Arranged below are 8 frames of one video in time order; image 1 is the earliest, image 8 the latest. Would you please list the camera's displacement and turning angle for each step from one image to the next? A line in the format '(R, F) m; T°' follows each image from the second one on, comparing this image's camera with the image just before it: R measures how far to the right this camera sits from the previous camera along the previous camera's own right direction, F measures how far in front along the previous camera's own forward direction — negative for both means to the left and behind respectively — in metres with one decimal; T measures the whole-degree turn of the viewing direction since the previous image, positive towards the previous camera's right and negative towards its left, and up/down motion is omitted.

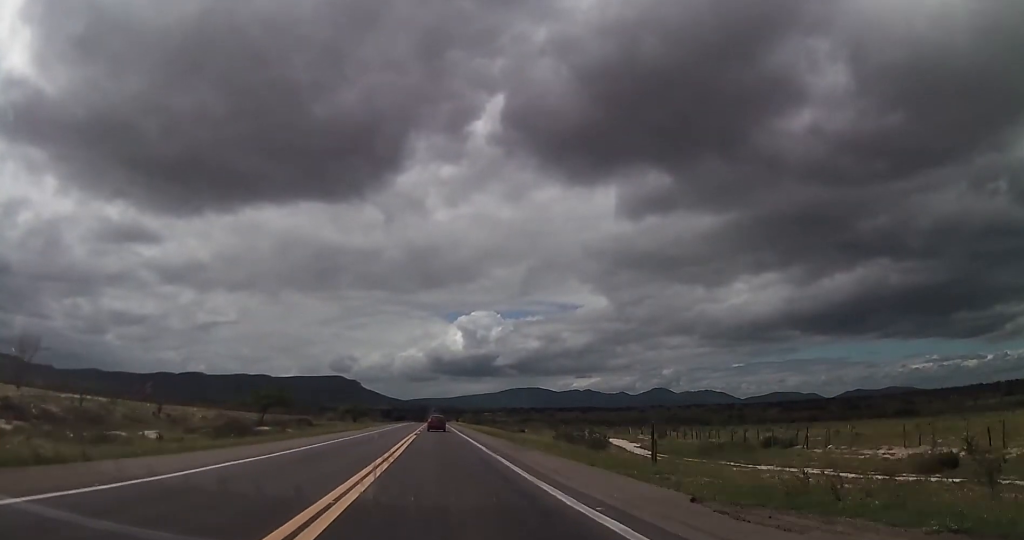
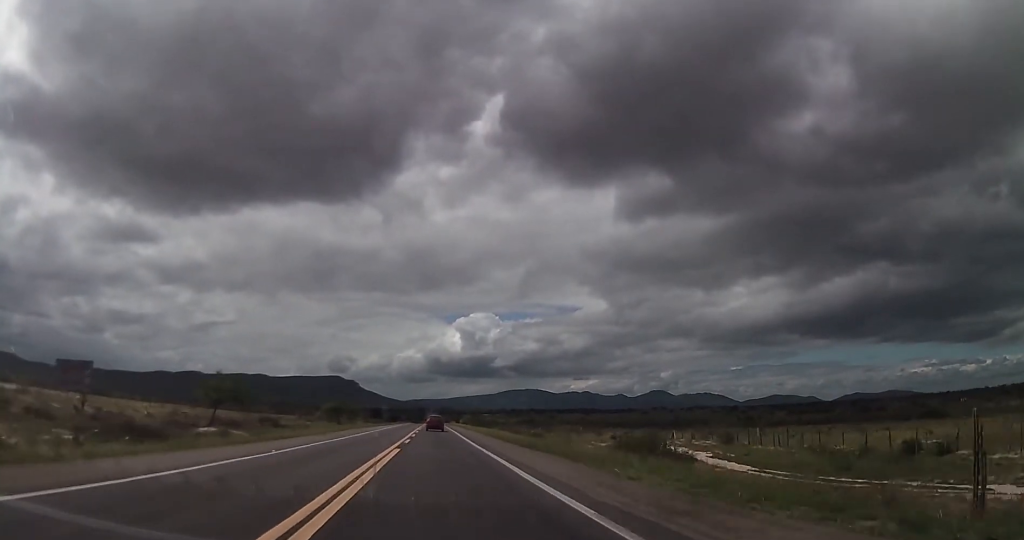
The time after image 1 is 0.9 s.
(0.0, +18.1) m; +1°
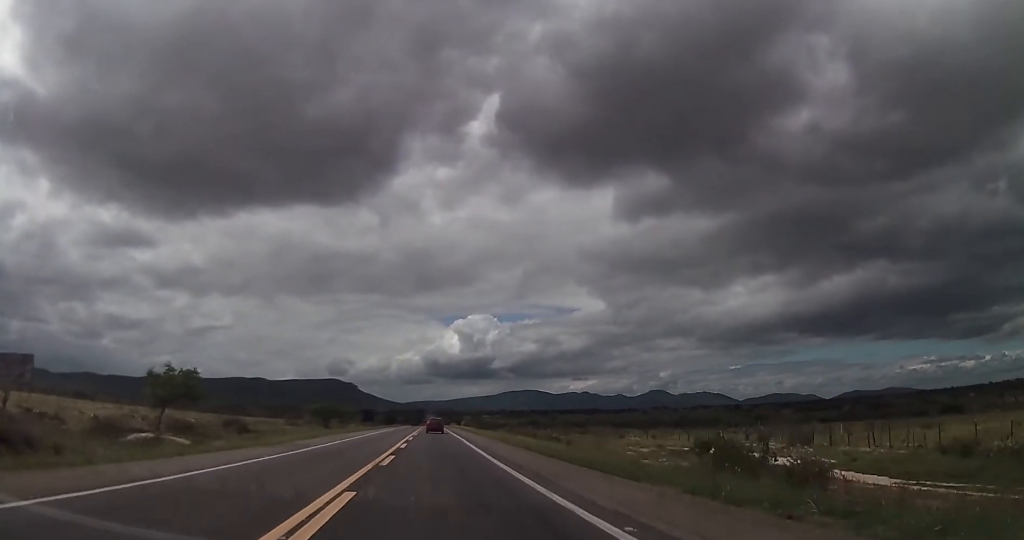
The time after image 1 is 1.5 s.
(+0.2, +13.3) m; 0°
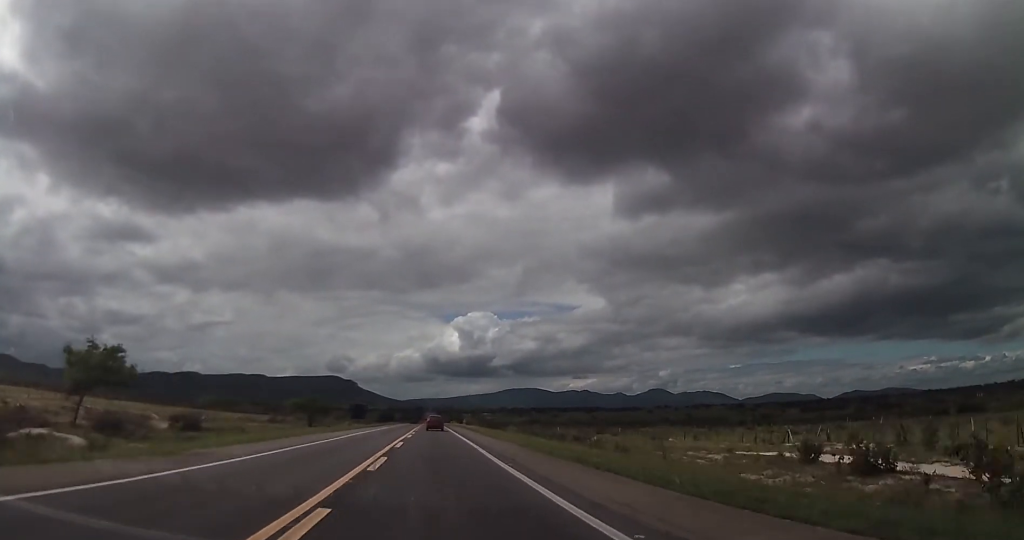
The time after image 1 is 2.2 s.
(0.0, +13.6) m; 0°
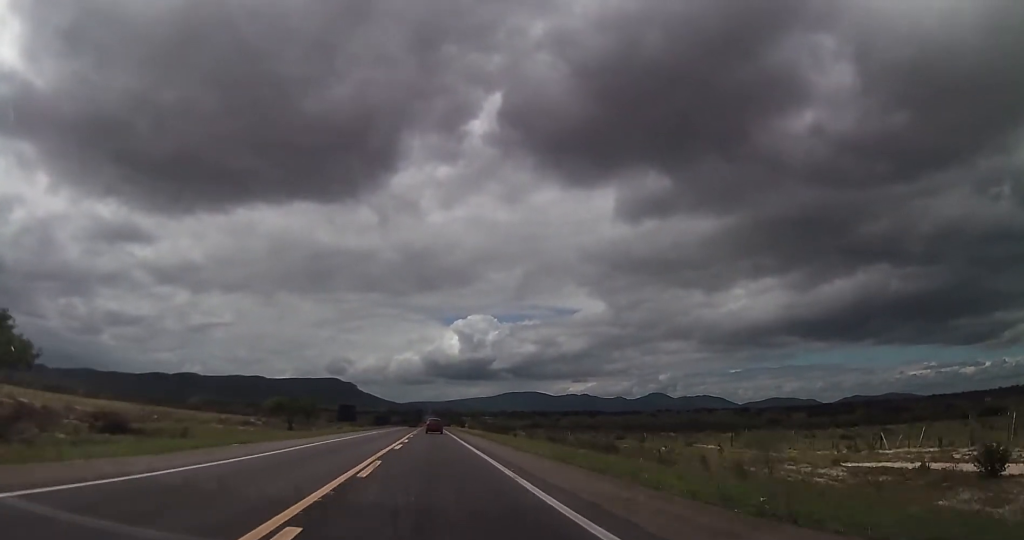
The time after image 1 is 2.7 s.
(-0.2, +12.4) m; 0°
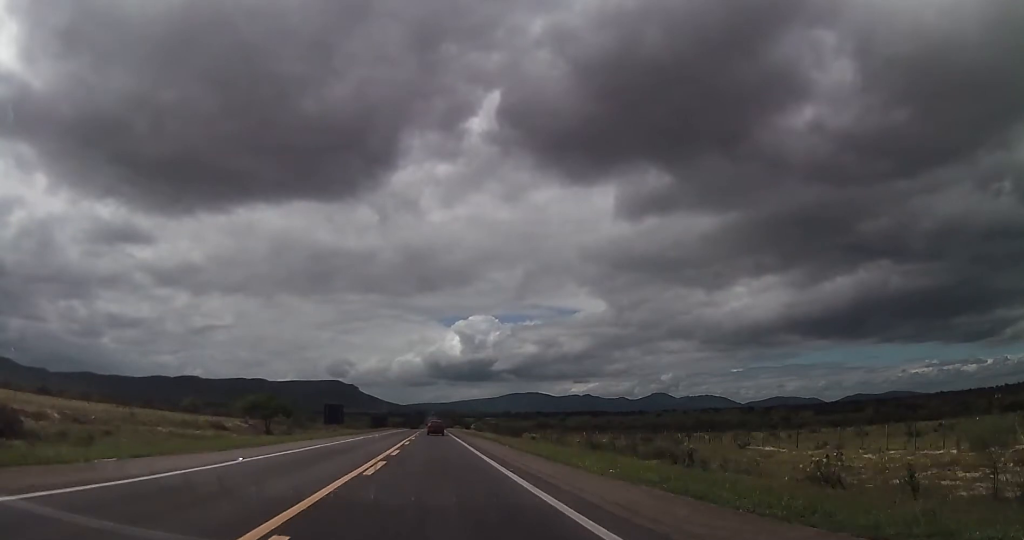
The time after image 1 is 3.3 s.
(+0.1, +12.1) m; 0°
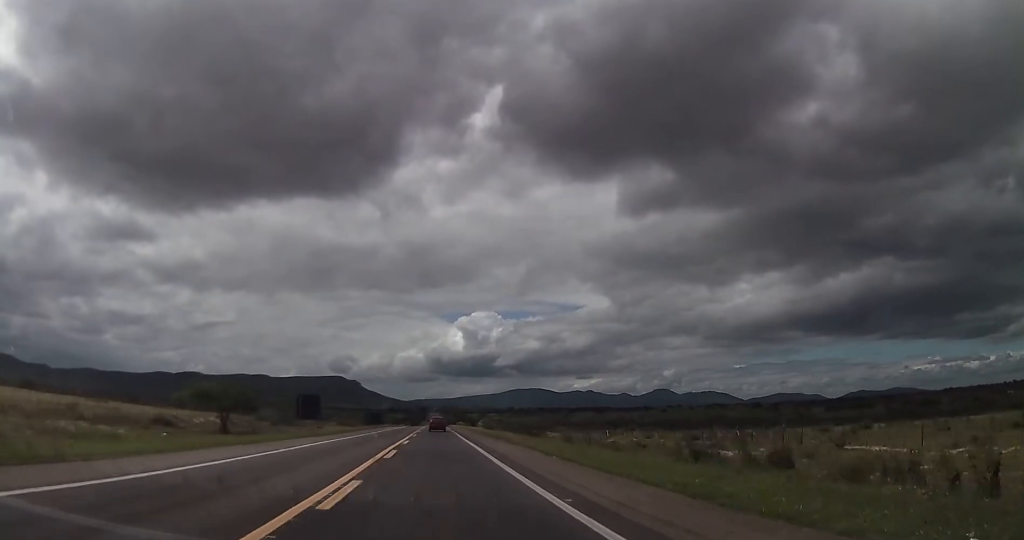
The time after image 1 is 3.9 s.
(+0.1, +15.3) m; 0°
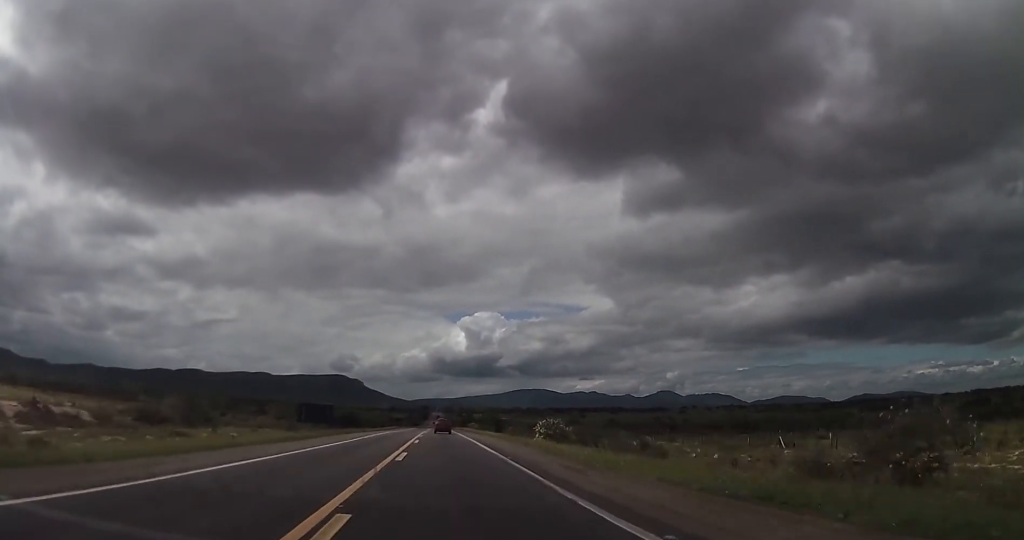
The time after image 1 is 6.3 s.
(-0.2, +60.3) m; 0°
